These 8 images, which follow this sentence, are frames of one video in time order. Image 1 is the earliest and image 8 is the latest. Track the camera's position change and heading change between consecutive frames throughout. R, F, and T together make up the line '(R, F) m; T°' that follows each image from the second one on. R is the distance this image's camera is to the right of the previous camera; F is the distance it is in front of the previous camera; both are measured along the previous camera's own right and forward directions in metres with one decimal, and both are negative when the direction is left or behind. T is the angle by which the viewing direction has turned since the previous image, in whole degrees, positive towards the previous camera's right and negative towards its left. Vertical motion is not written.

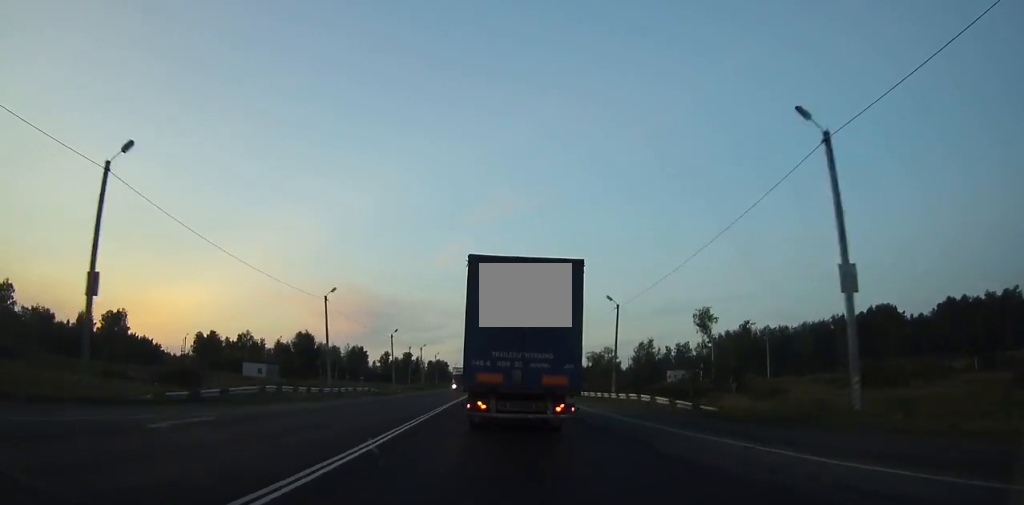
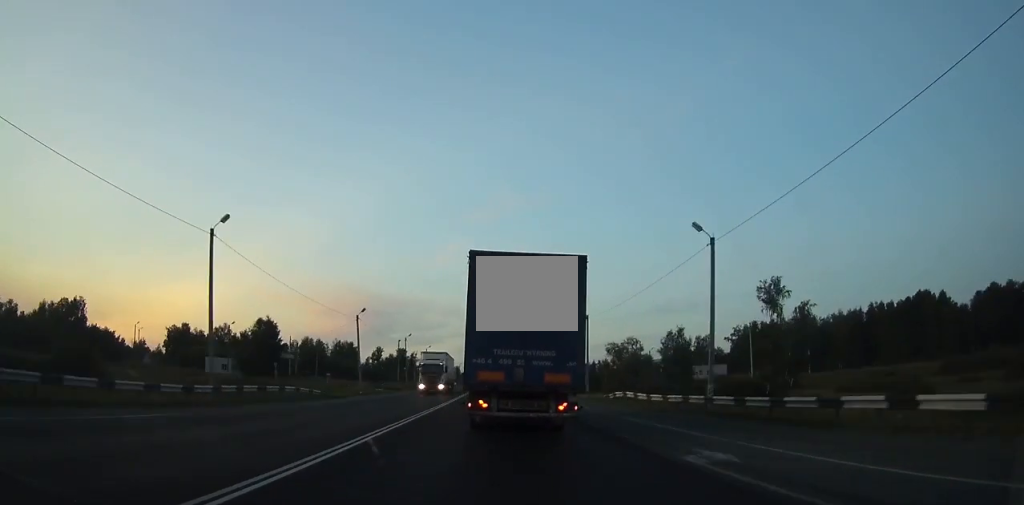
(+0.1, +24.0) m; 0°
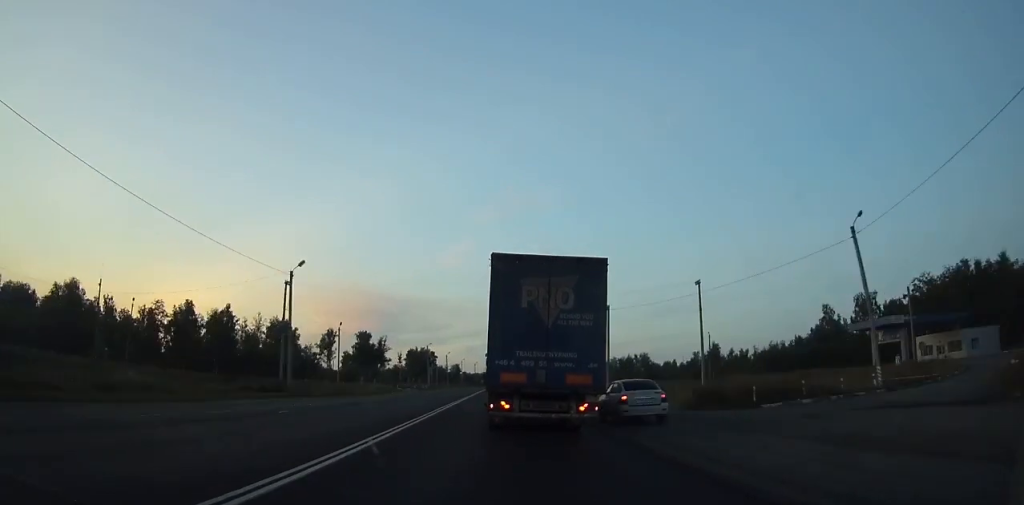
(-0.2, +97.2) m; 0°
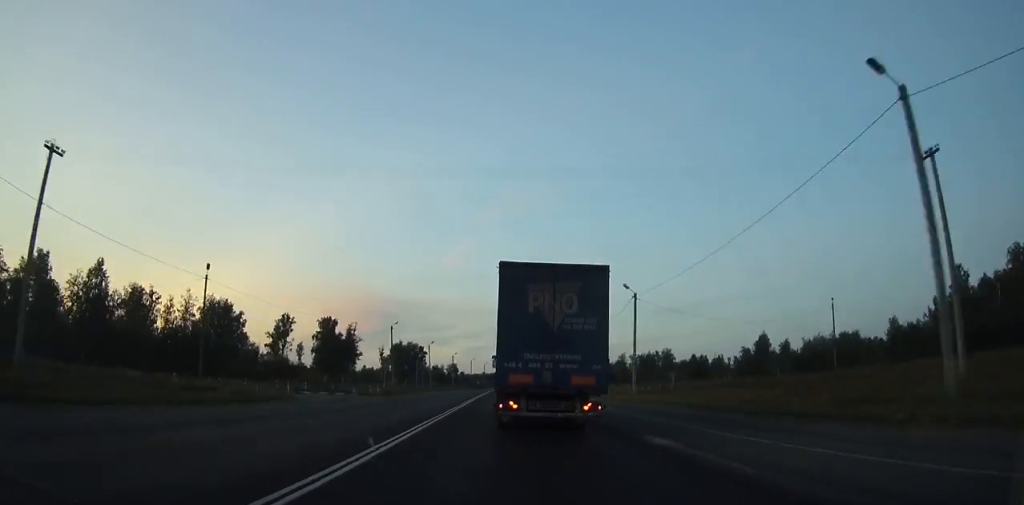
(0.0, +45.5) m; 0°
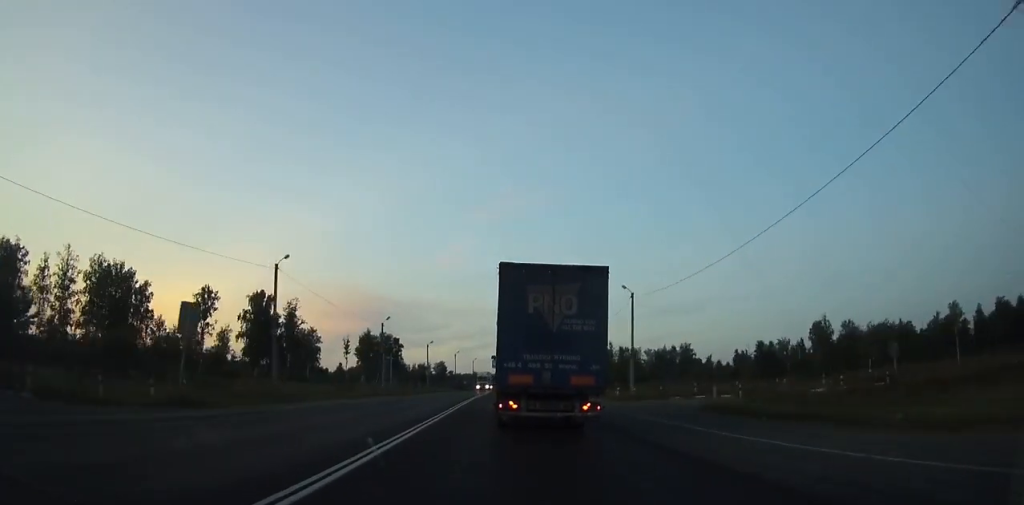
(-0.1, +41.5) m; 0°
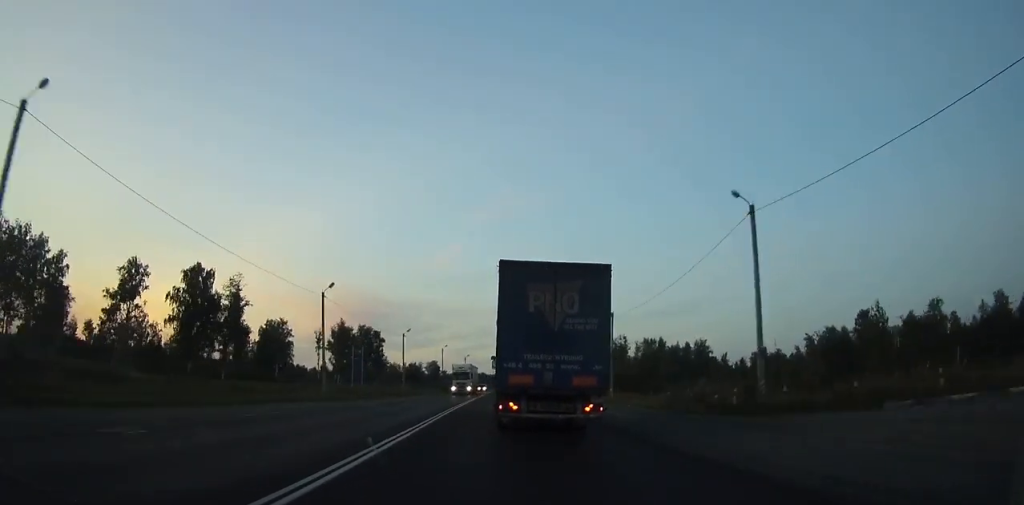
(+0.2, +23.8) m; 0°
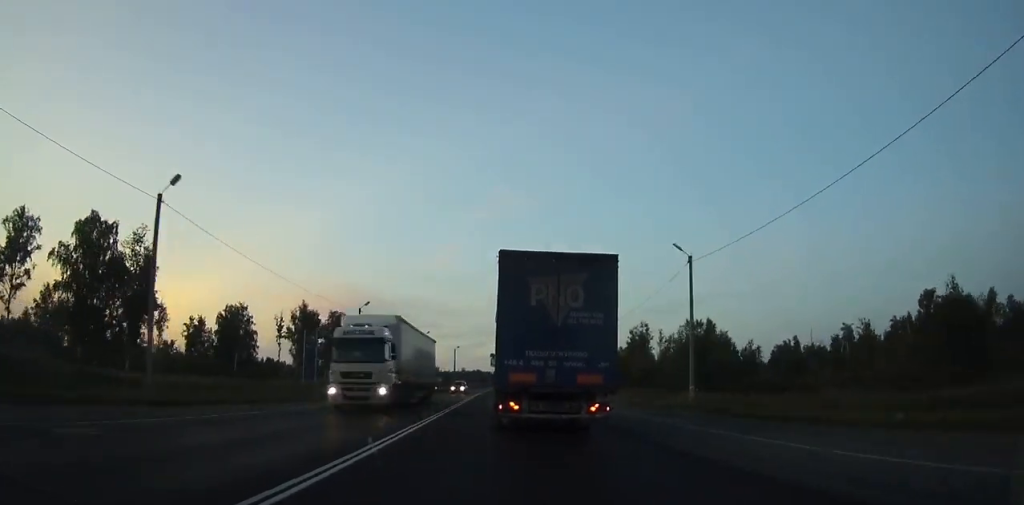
(0.0, +25.8) m; 0°
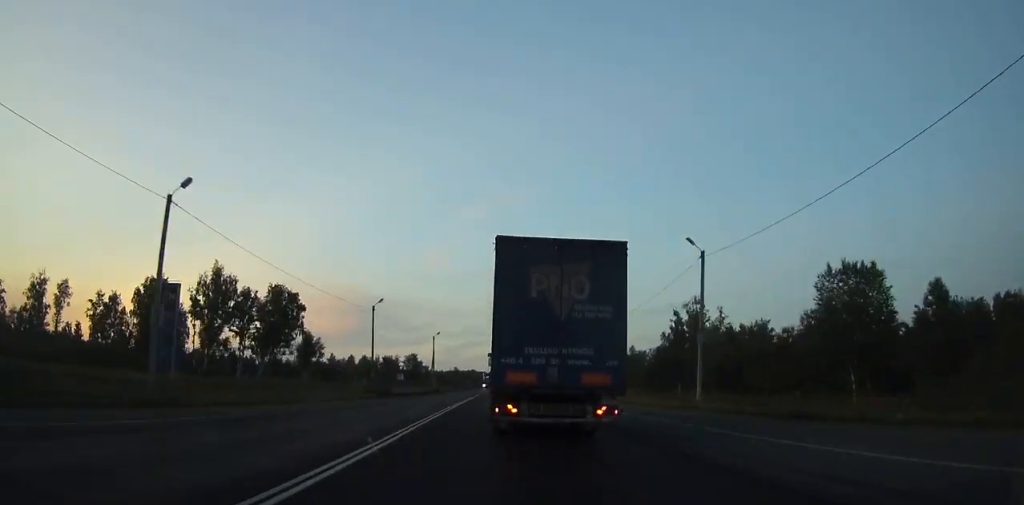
(+0.3, +35.7) m; +1°
